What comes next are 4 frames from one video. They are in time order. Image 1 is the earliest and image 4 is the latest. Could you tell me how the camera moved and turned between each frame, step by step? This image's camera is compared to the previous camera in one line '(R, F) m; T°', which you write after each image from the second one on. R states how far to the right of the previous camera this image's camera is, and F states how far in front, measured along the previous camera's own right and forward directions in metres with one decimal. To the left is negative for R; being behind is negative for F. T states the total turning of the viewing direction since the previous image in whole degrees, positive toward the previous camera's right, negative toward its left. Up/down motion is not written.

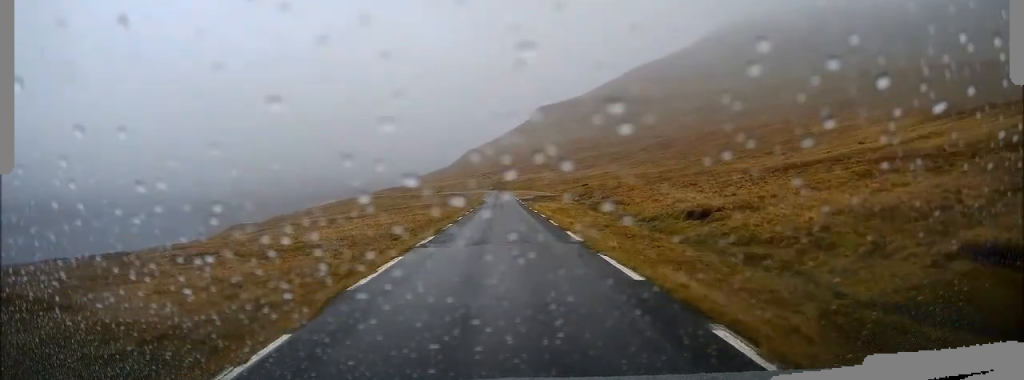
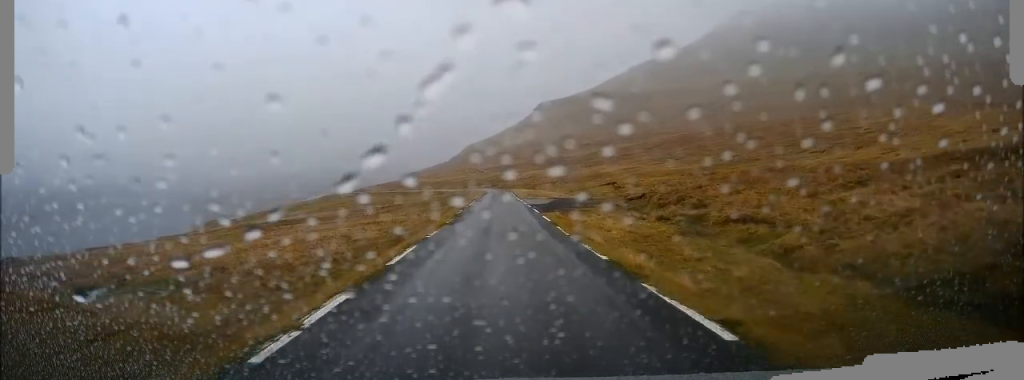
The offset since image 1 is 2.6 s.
(-0.4, +26.2) m; 0°
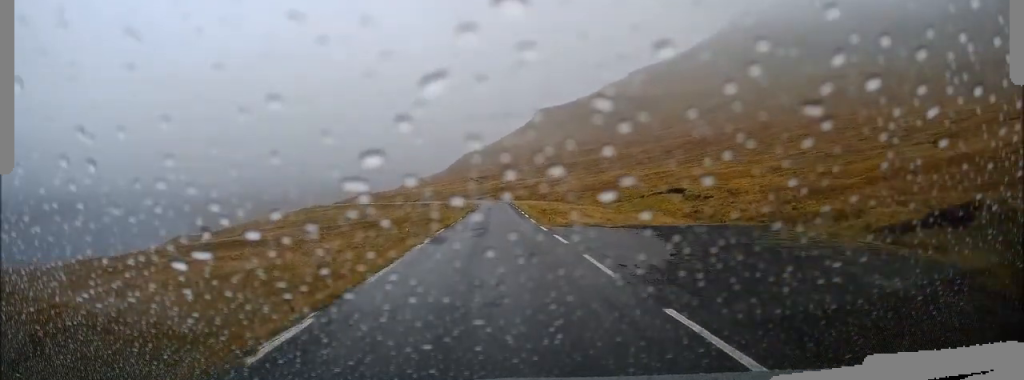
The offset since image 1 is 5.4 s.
(+0.7, +30.4) m; +1°
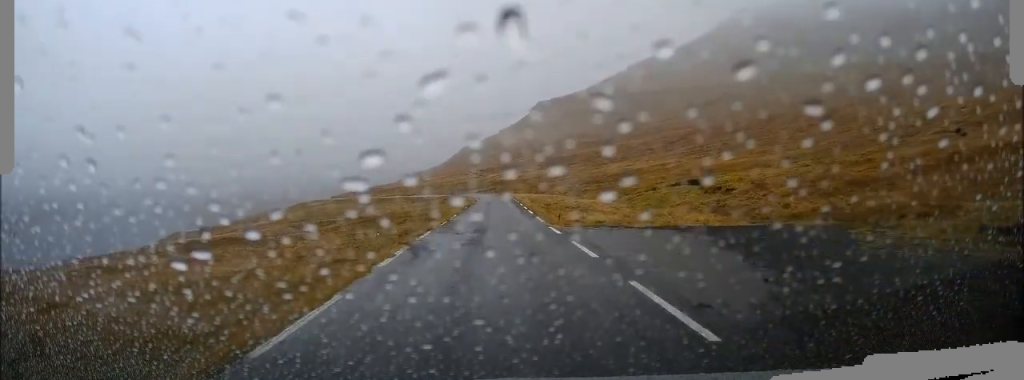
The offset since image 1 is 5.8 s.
(0.0, +4.5) m; 0°
